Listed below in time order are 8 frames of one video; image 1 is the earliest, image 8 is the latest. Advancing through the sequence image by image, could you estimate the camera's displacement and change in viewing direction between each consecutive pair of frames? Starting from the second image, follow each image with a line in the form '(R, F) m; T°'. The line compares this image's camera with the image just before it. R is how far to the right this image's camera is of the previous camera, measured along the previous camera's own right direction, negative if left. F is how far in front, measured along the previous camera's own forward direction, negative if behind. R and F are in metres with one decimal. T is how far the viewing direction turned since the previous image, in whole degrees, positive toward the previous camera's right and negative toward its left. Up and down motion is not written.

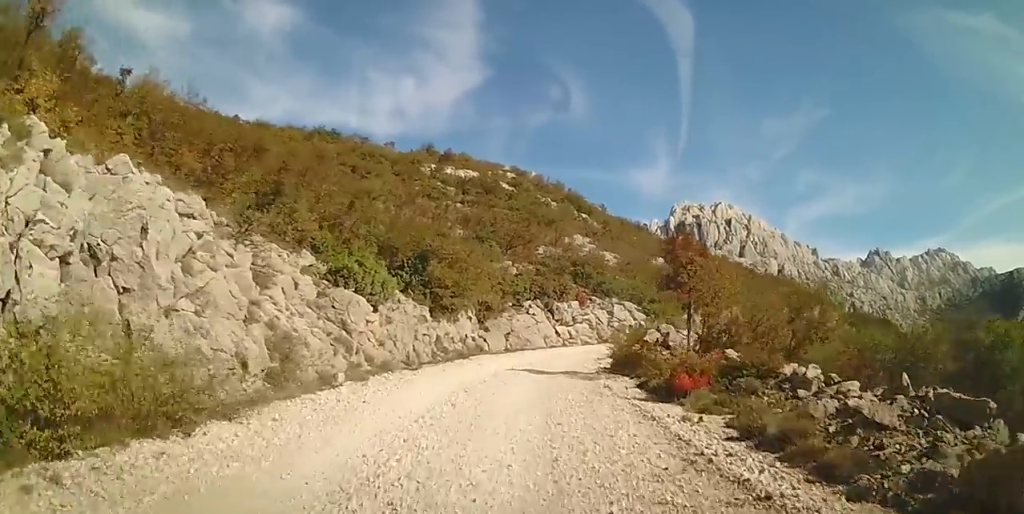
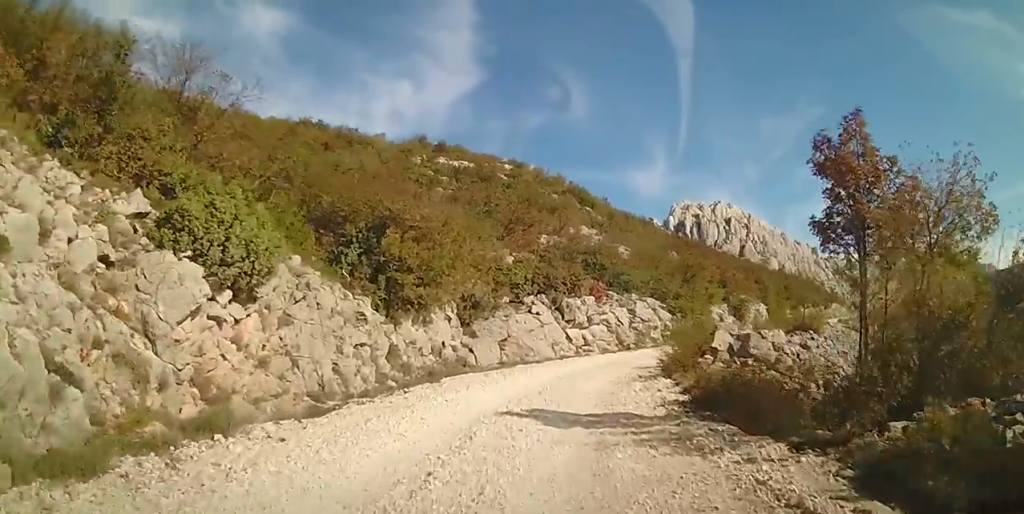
(+0.1, +8.3) m; 0°
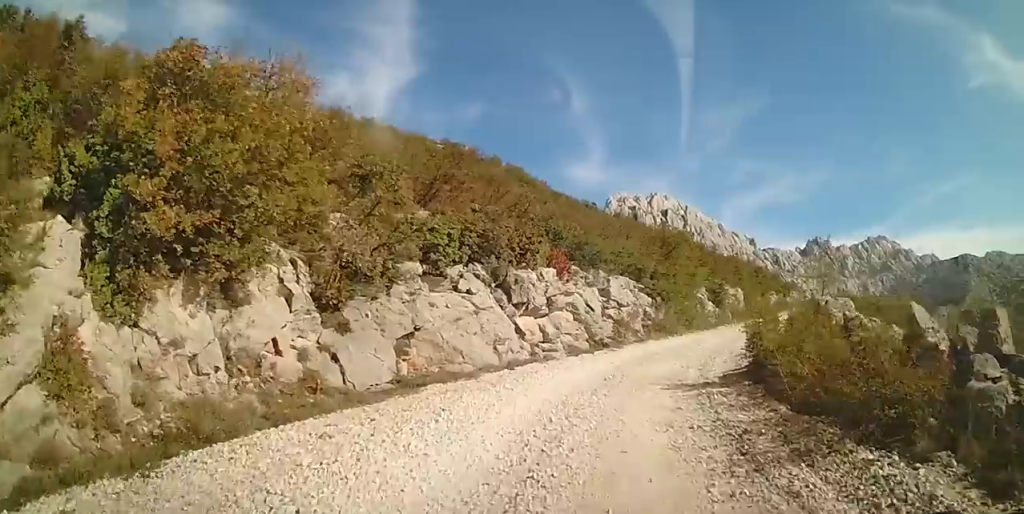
(+0.3, +10.3) m; +9°
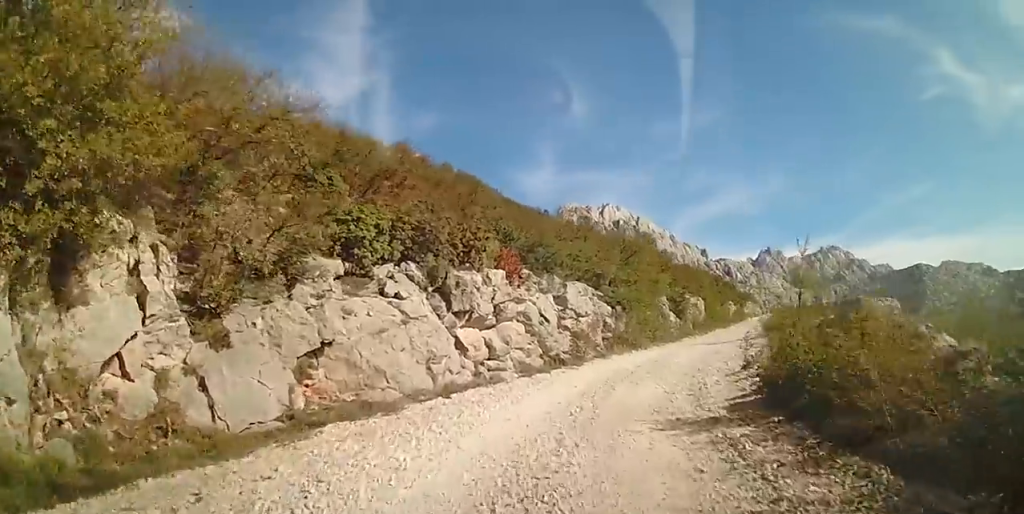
(+0.1, +3.0) m; +5°
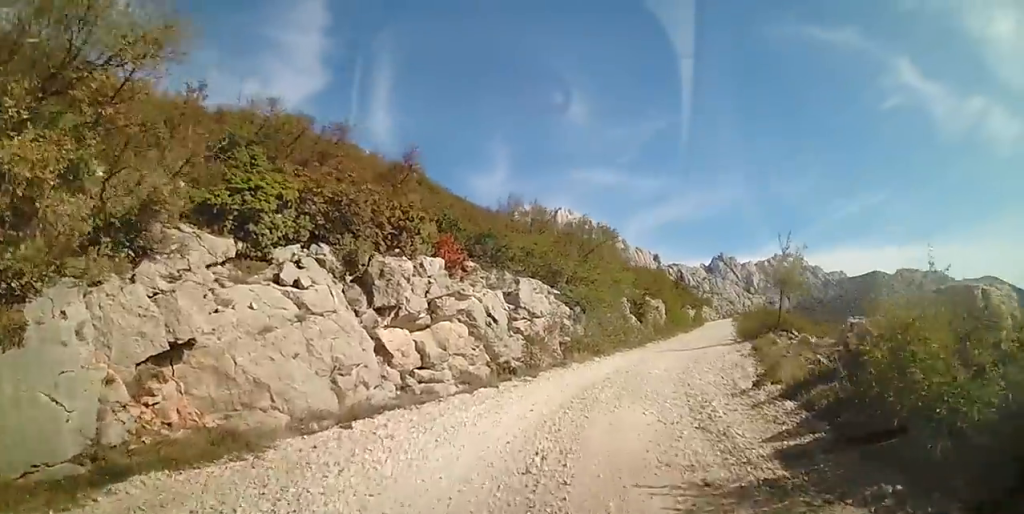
(+0.1, +3.3) m; +7°
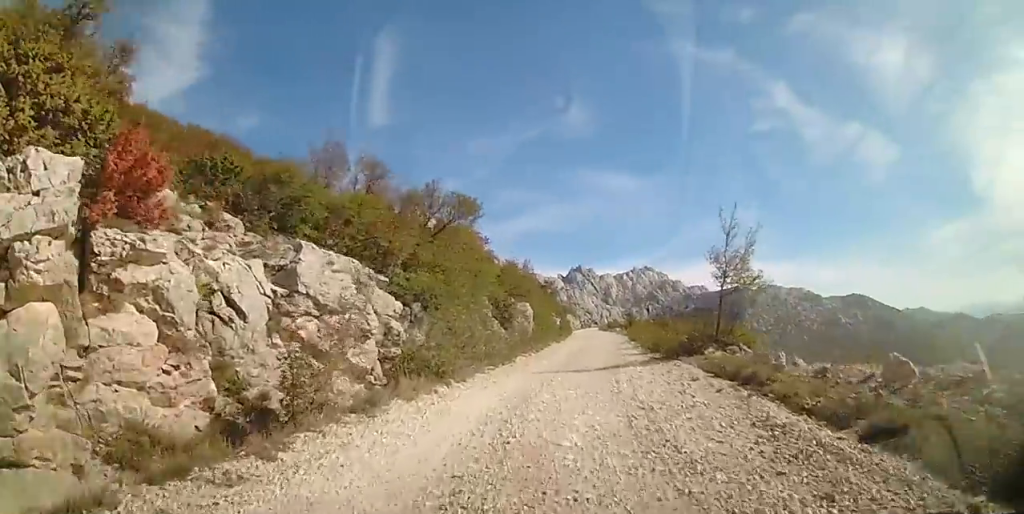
(+1.3, +8.3) m; +11°
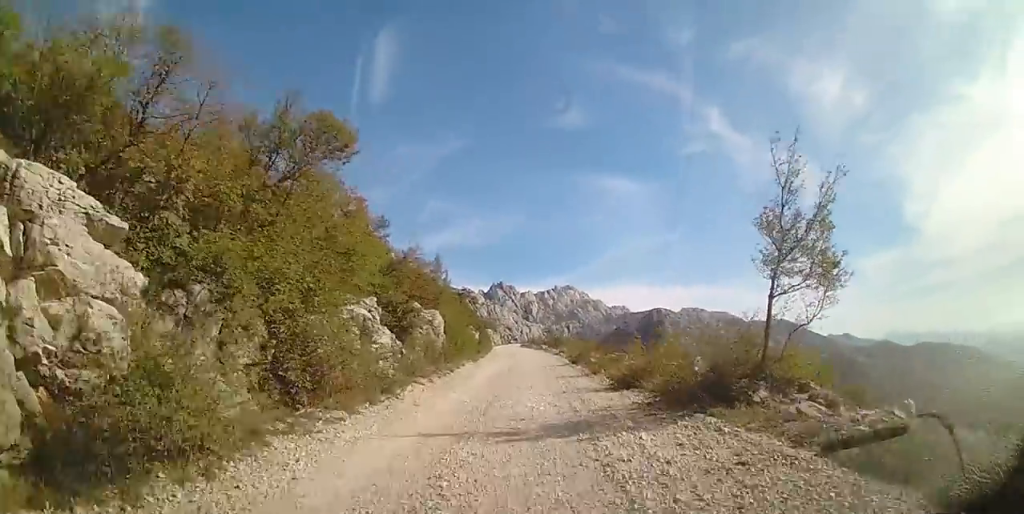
(0.0, +7.9) m; +8°
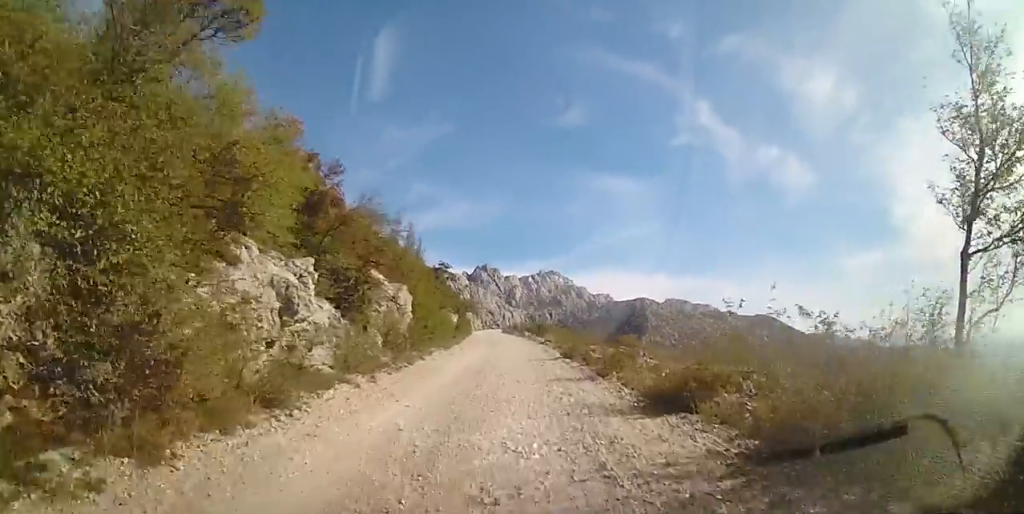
(+0.7, +4.8) m; +4°
